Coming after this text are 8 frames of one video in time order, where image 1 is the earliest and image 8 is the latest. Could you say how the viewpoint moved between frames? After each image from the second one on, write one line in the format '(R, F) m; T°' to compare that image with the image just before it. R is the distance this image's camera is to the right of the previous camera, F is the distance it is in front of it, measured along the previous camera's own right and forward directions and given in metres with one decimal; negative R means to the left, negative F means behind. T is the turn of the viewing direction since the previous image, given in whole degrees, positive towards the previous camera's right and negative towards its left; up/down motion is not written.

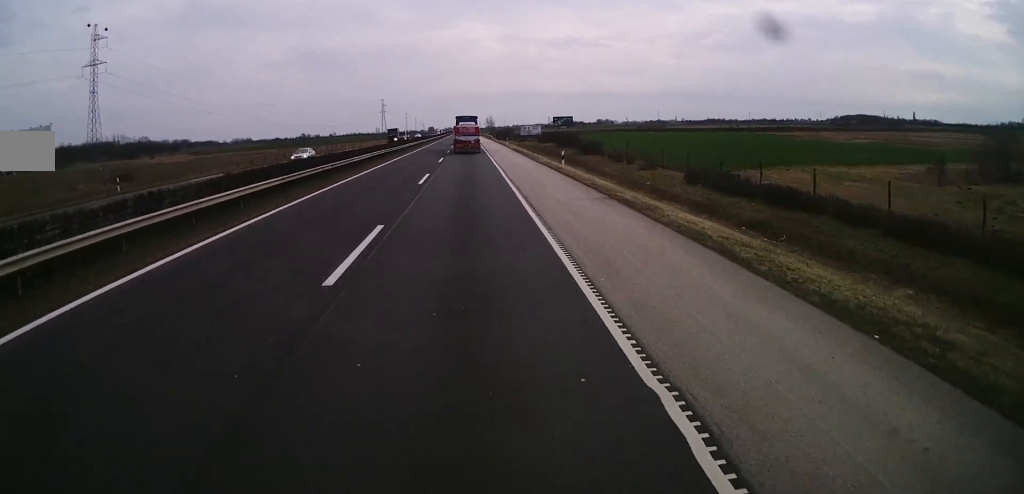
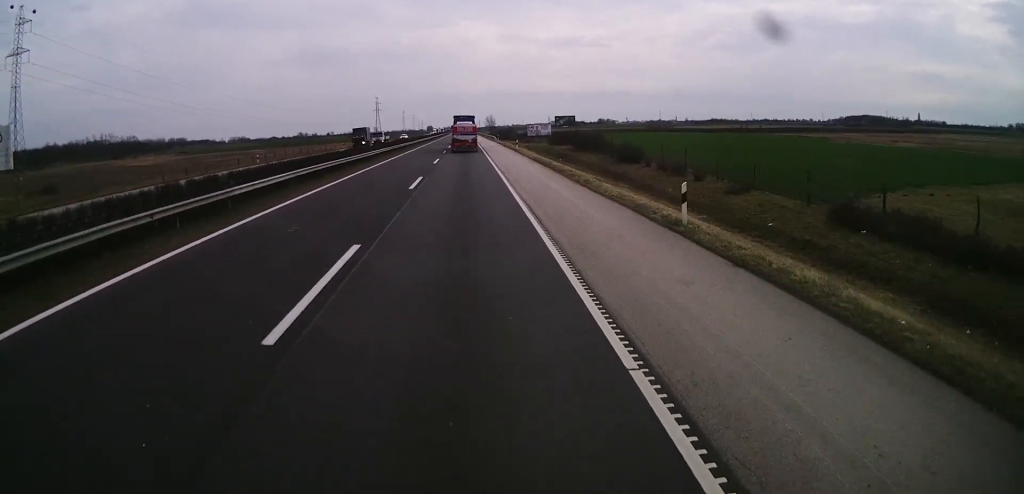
(+0.3, +20.8) m; 0°
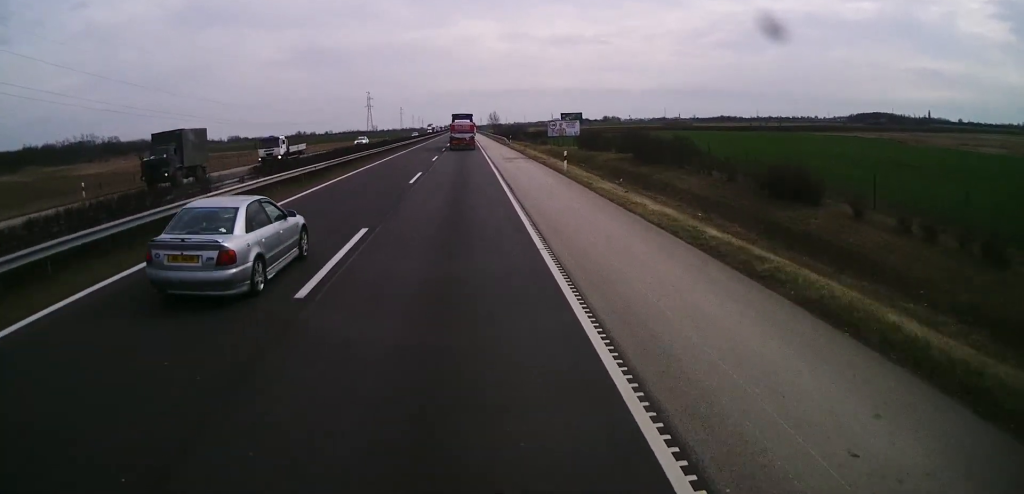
(-0.7, +33.8) m; -1°
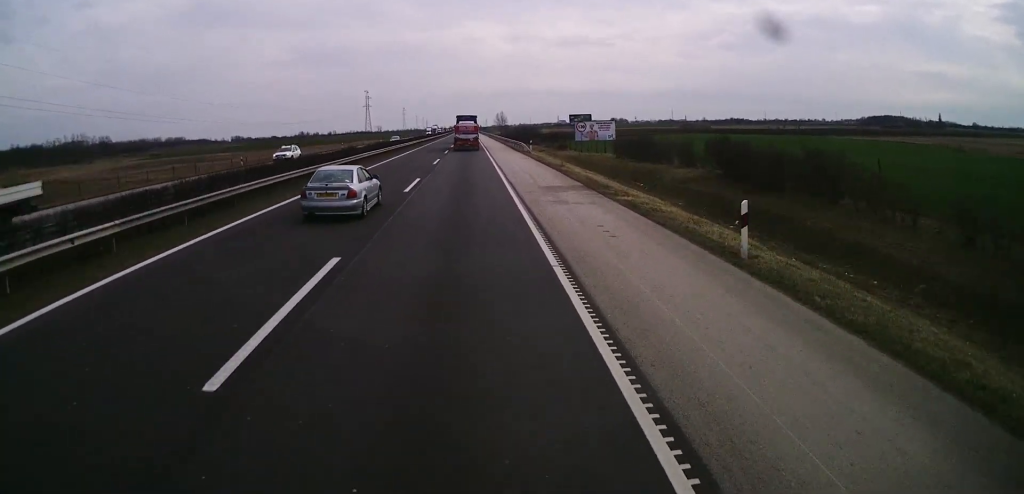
(+0.1, +21.7) m; 0°
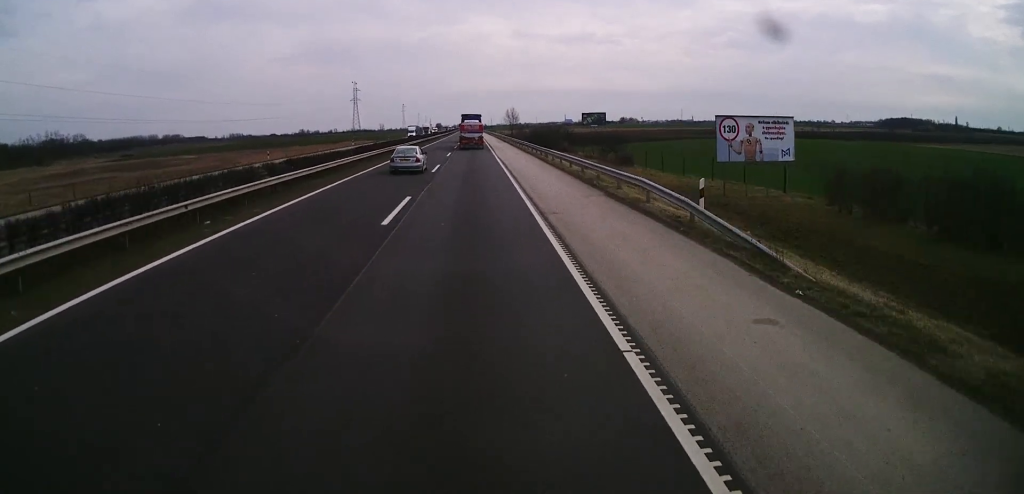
(-0.3, +44.0) m; -1°
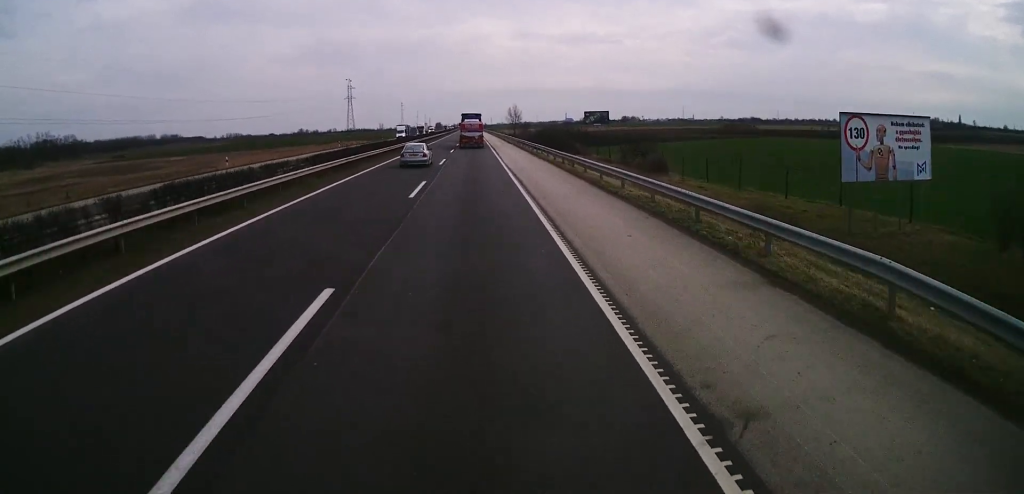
(+0.1, +12.3) m; 0°
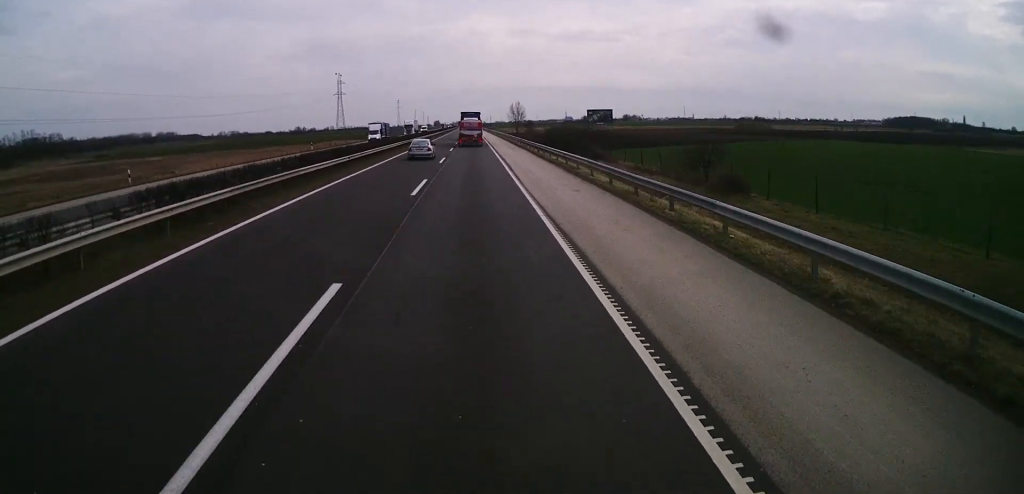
(0.0, +17.6) m; 0°
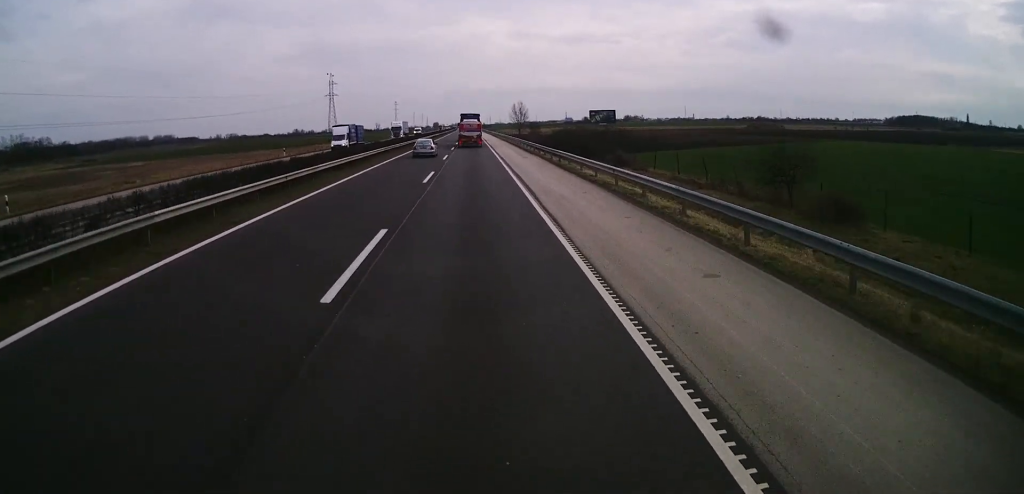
(0.0, +13.0) m; 0°
